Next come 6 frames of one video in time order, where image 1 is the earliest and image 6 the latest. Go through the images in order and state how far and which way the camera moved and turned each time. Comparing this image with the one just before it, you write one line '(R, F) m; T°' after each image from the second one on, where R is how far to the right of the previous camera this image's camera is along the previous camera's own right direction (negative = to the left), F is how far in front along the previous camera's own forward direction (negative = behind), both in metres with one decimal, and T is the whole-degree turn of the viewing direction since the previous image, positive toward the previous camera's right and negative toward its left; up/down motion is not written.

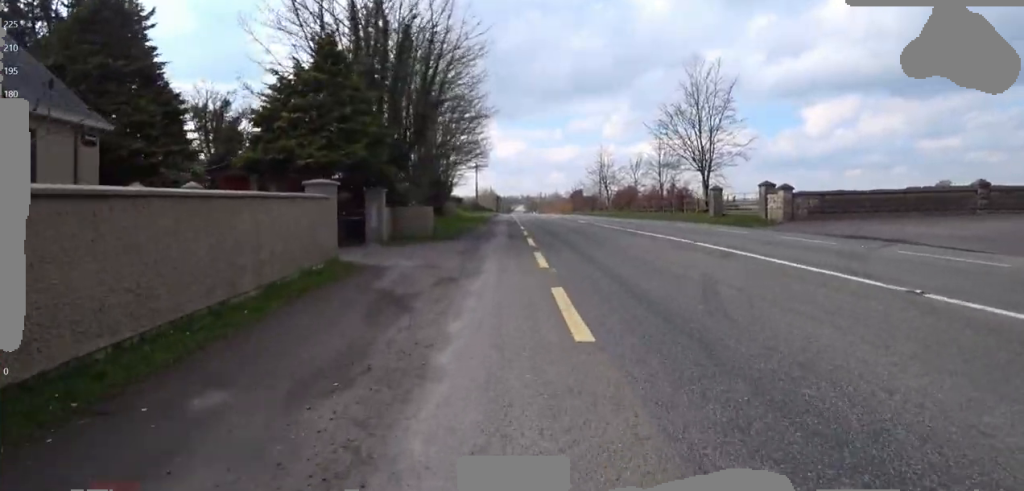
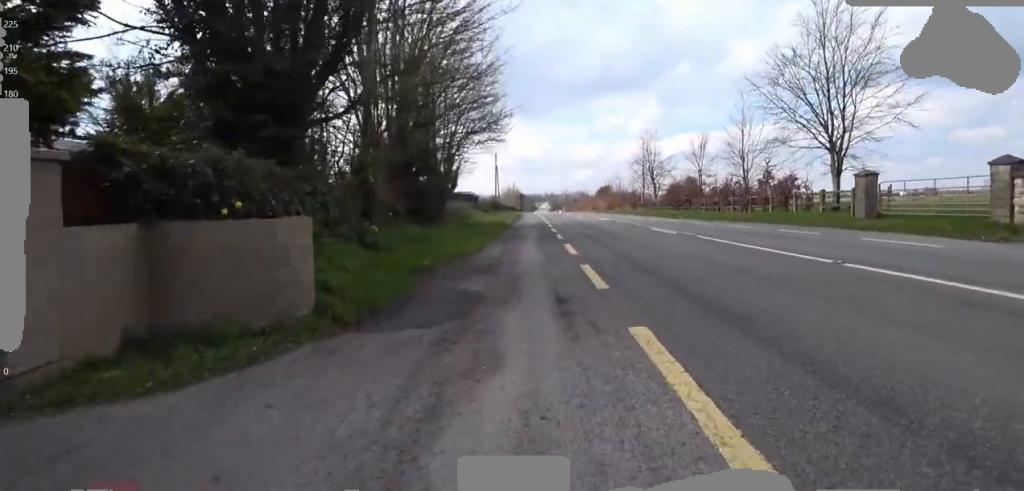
(+0.7, +10.0) m; -1°
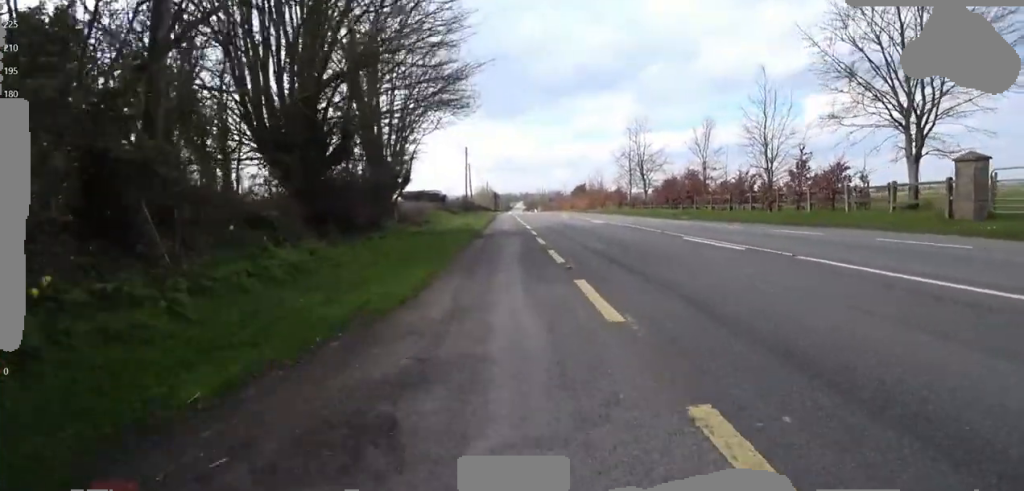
(-0.7, +5.9) m; -3°
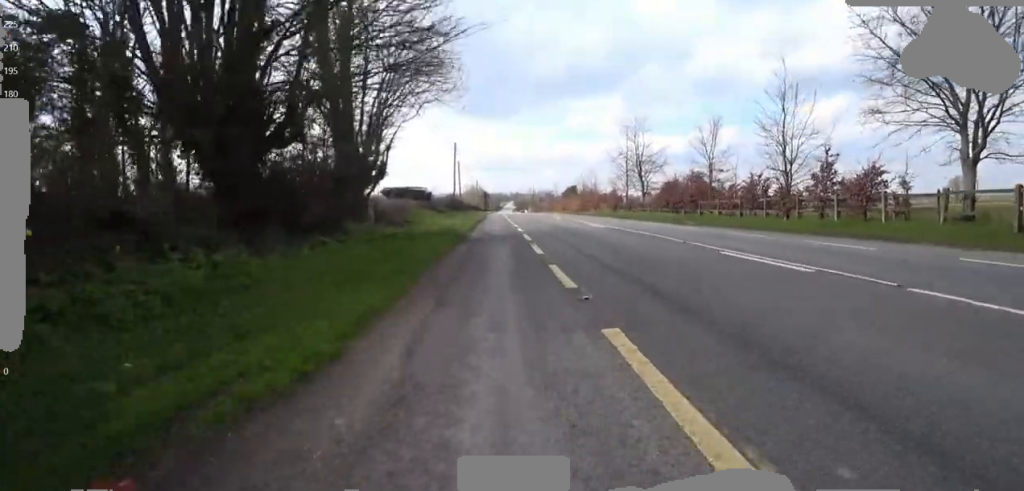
(+0.1, +2.4) m; +1°
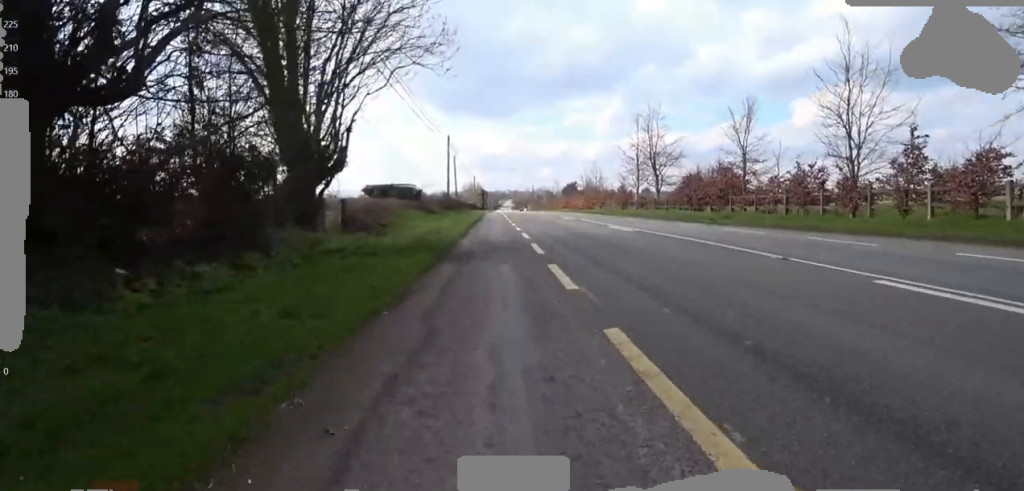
(+0.5, +4.1) m; +2°
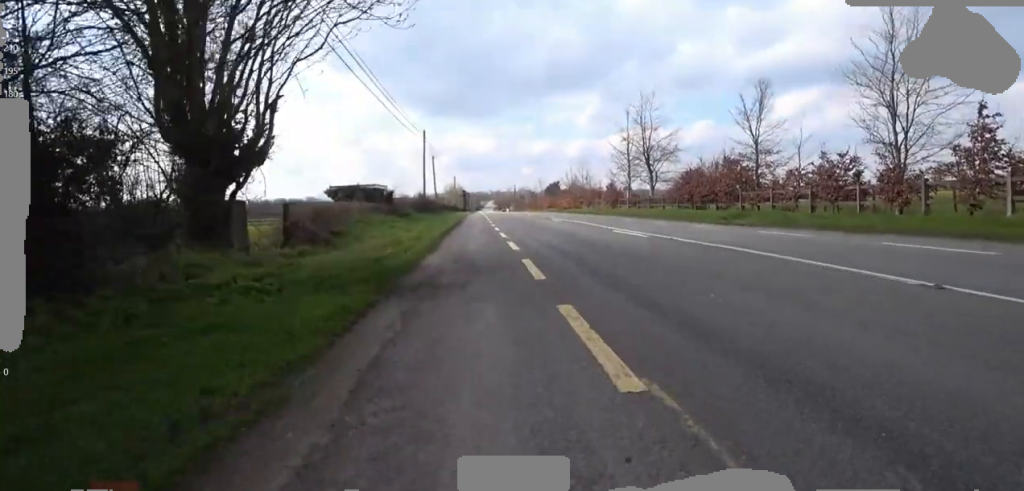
(-0.3, +3.0) m; -1°
